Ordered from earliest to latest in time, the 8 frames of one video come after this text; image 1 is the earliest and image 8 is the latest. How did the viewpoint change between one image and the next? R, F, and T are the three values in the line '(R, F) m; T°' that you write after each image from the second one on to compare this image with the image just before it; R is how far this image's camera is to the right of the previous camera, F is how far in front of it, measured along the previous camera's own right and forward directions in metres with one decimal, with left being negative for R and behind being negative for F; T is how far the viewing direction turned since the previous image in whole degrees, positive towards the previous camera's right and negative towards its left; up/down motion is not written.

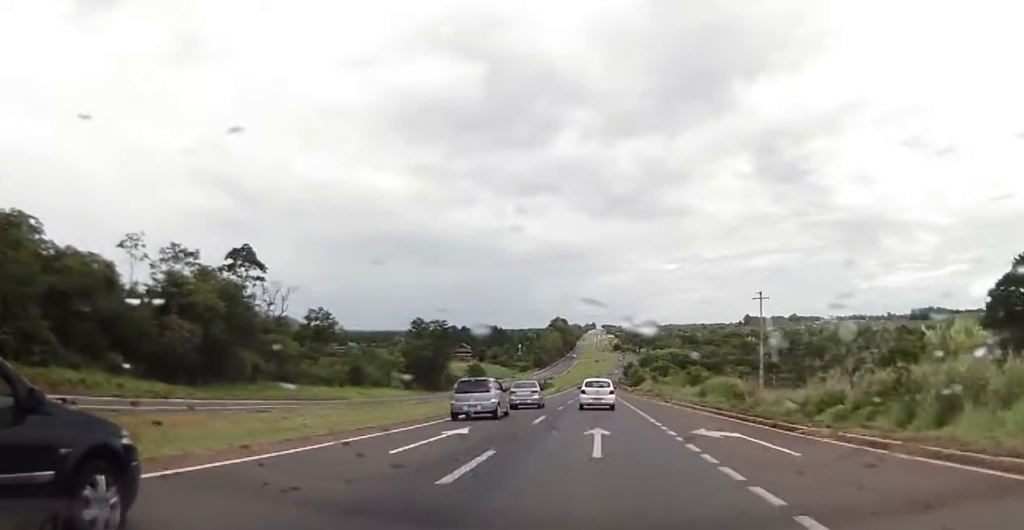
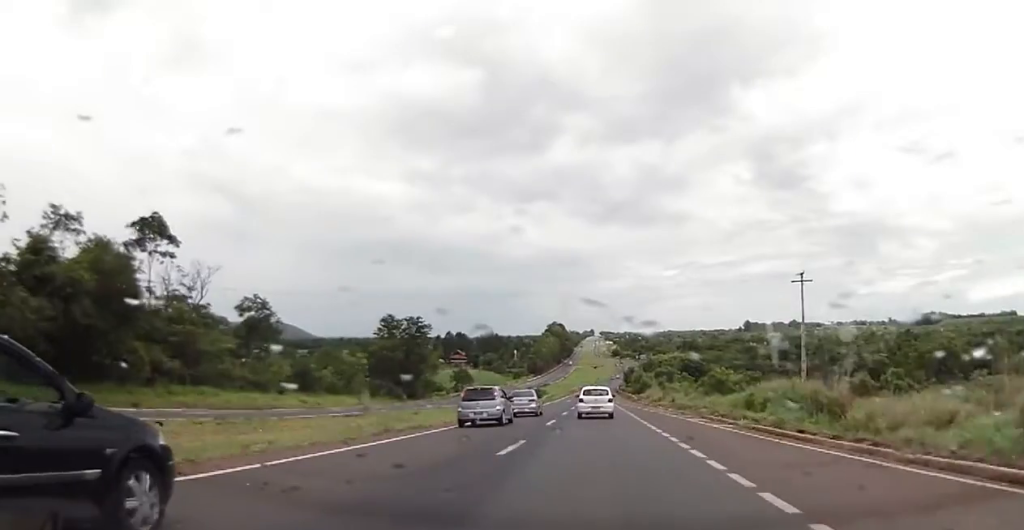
(0.0, +19.9) m; 0°
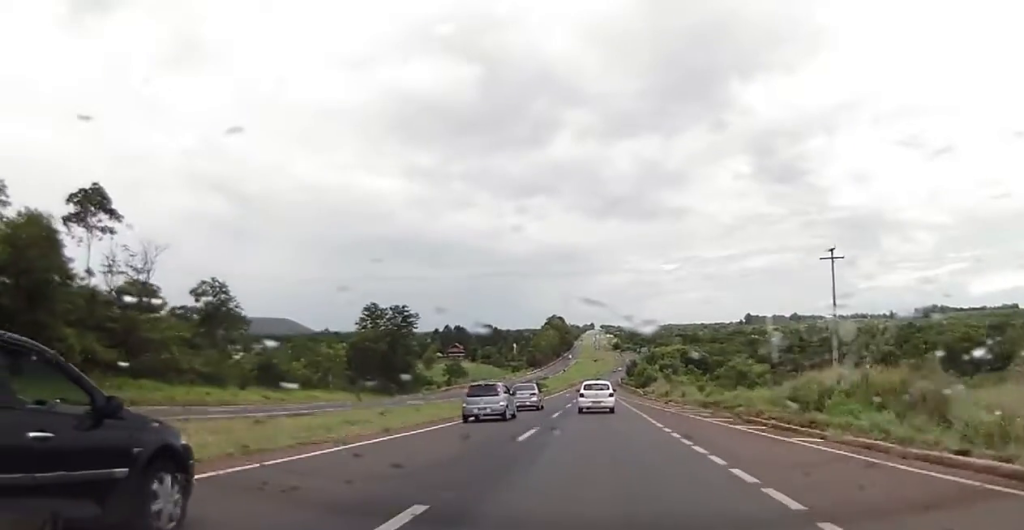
(+0.2, +9.9) m; 0°
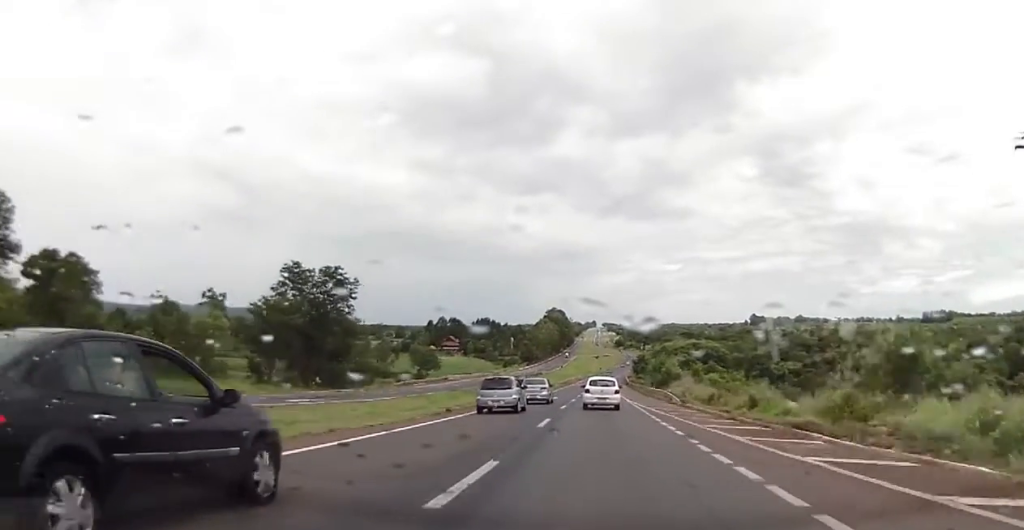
(-0.3, +33.1) m; 0°
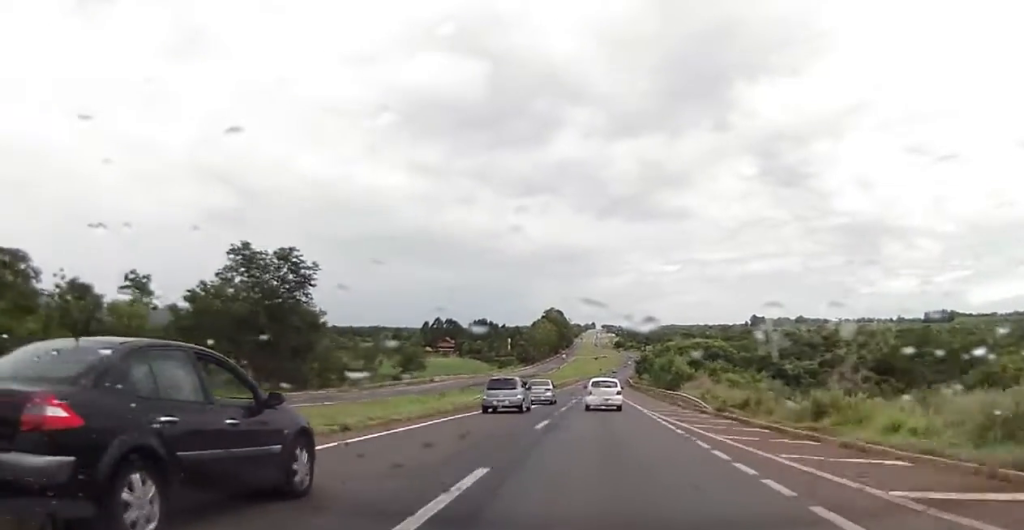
(+0.2, +13.3) m; +1°
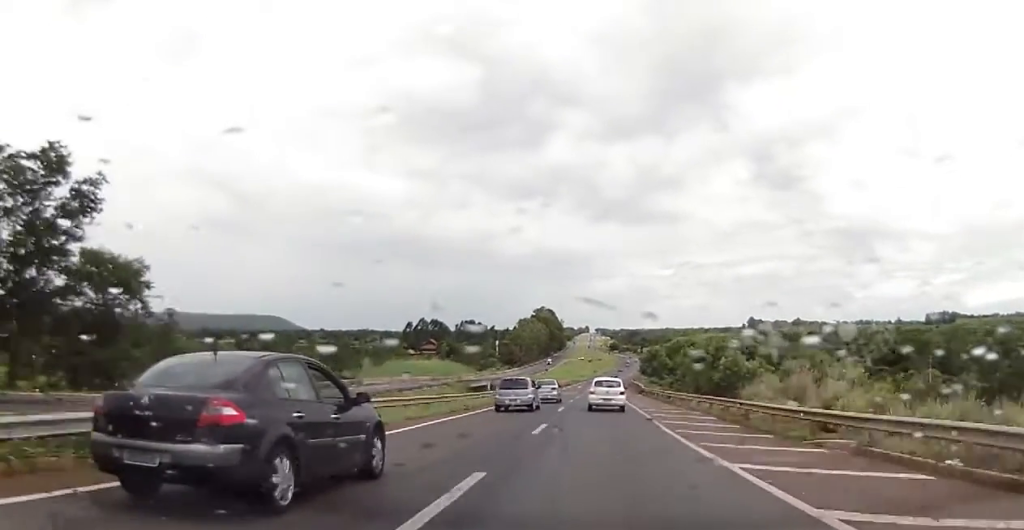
(0.0, +36.7) m; -1°
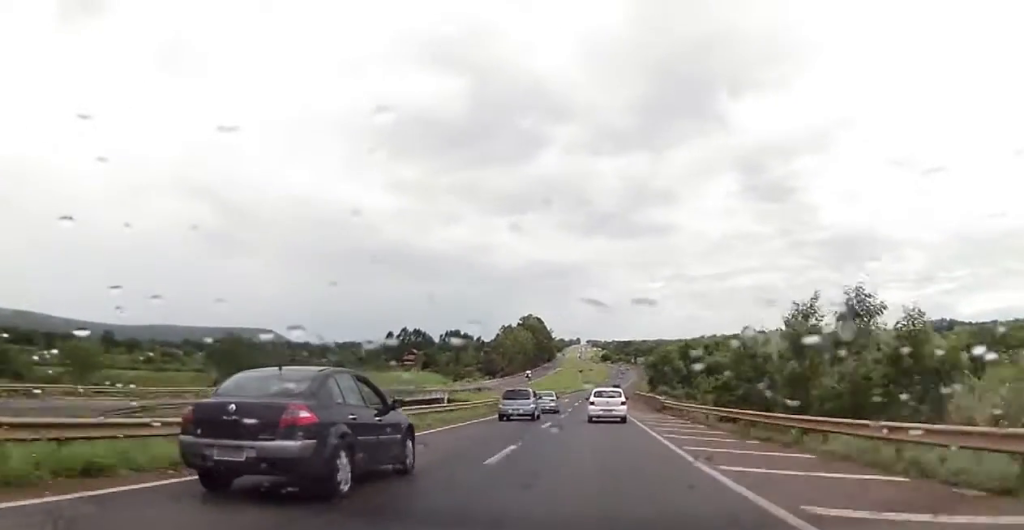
(-0.2, +30.2) m; +1°
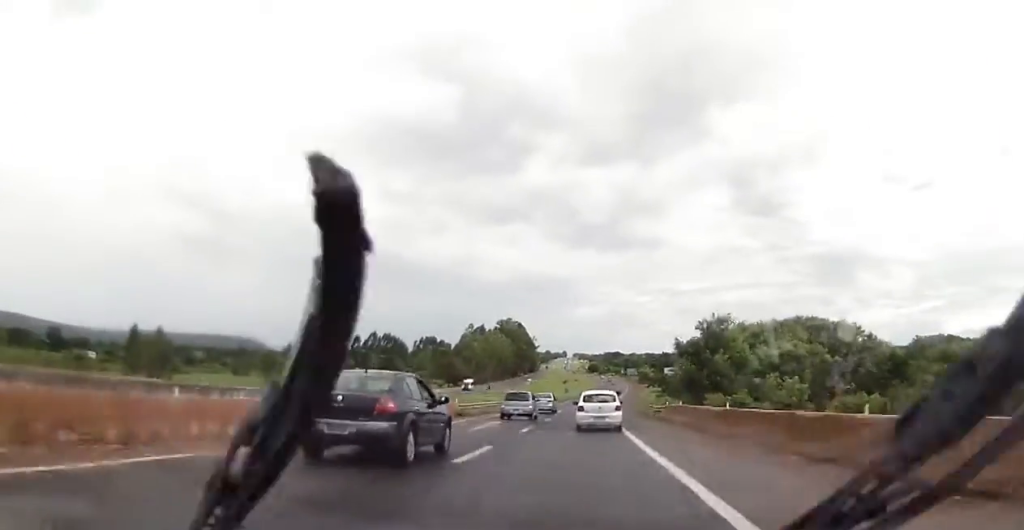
(+1.2, +49.5) m; +1°
